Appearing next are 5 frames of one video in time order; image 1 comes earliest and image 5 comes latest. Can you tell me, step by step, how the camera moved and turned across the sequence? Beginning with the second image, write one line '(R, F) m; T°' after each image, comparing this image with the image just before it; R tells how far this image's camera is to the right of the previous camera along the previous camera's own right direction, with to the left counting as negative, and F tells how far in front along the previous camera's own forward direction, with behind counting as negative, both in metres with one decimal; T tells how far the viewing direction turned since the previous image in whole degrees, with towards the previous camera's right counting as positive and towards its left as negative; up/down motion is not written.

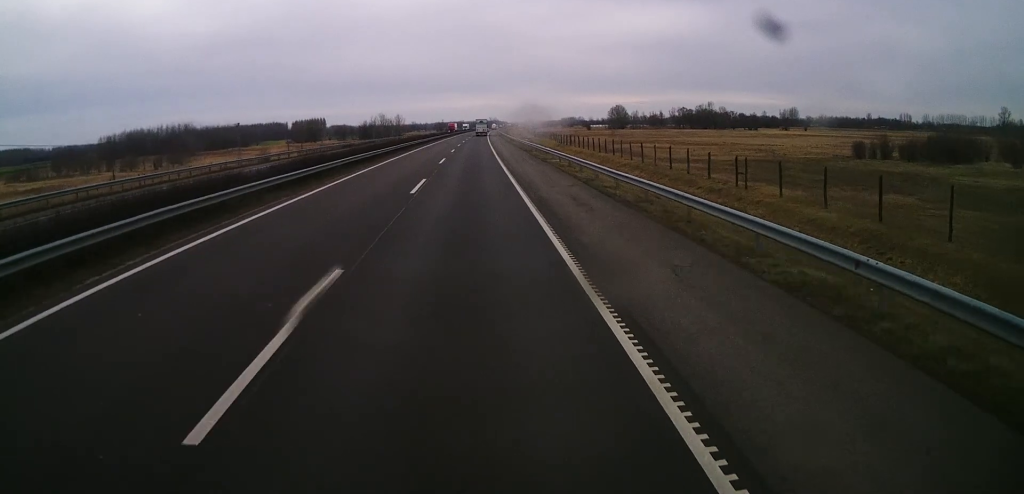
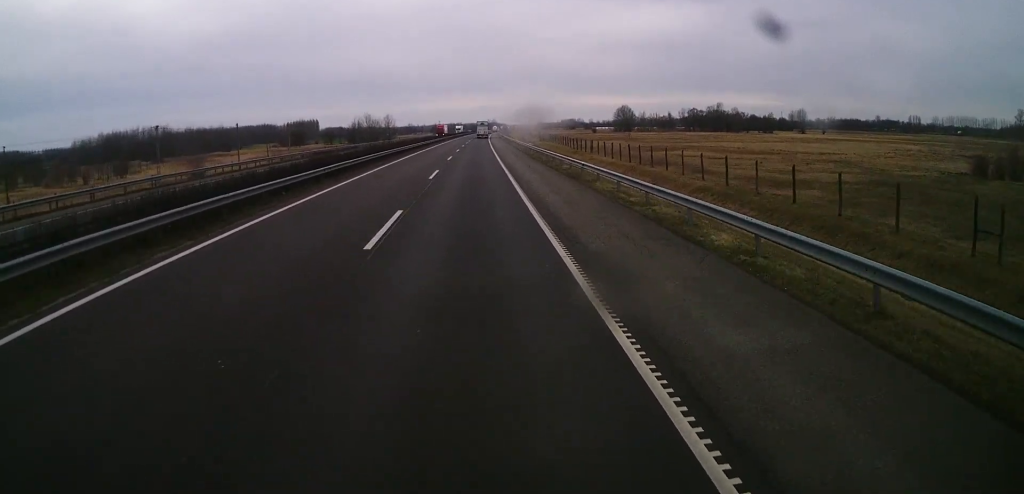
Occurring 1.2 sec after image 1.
(-0.2, +27.8) m; -1°
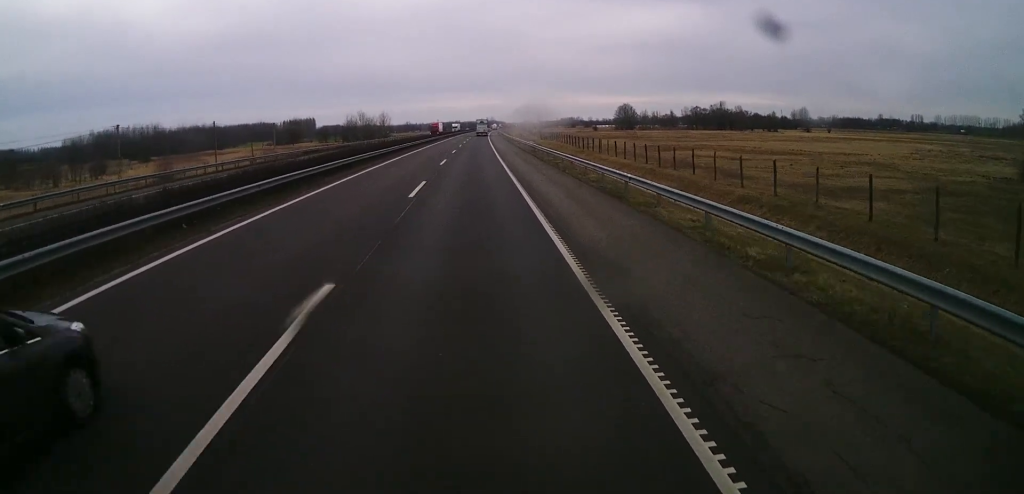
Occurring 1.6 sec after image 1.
(-0.1, +9.2) m; 0°
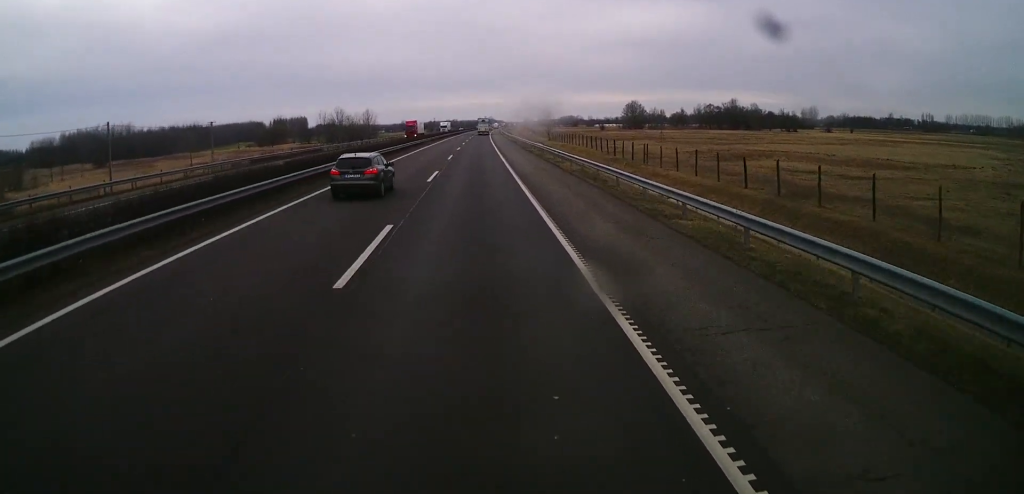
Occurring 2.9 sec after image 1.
(+0.6, +30.0) m; +1°
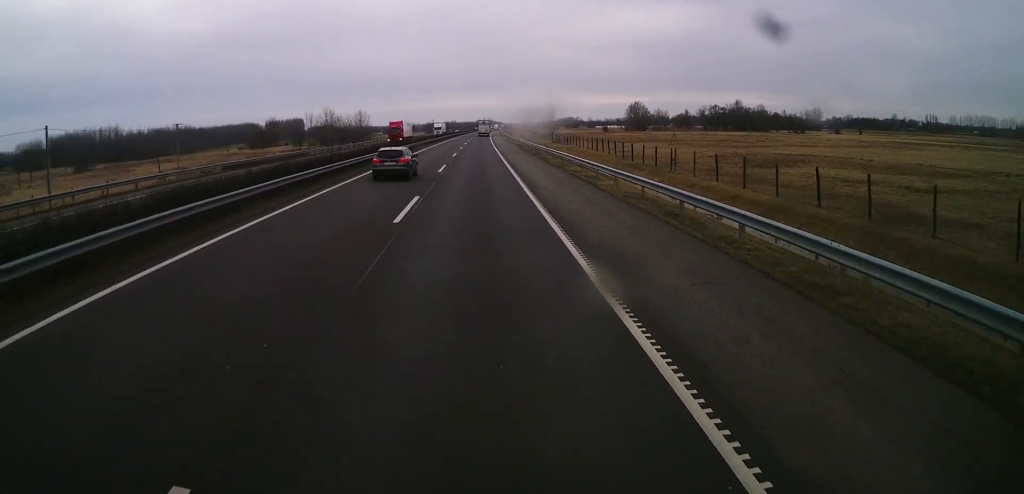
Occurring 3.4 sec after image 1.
(0.0, +11.5) m; 0°
